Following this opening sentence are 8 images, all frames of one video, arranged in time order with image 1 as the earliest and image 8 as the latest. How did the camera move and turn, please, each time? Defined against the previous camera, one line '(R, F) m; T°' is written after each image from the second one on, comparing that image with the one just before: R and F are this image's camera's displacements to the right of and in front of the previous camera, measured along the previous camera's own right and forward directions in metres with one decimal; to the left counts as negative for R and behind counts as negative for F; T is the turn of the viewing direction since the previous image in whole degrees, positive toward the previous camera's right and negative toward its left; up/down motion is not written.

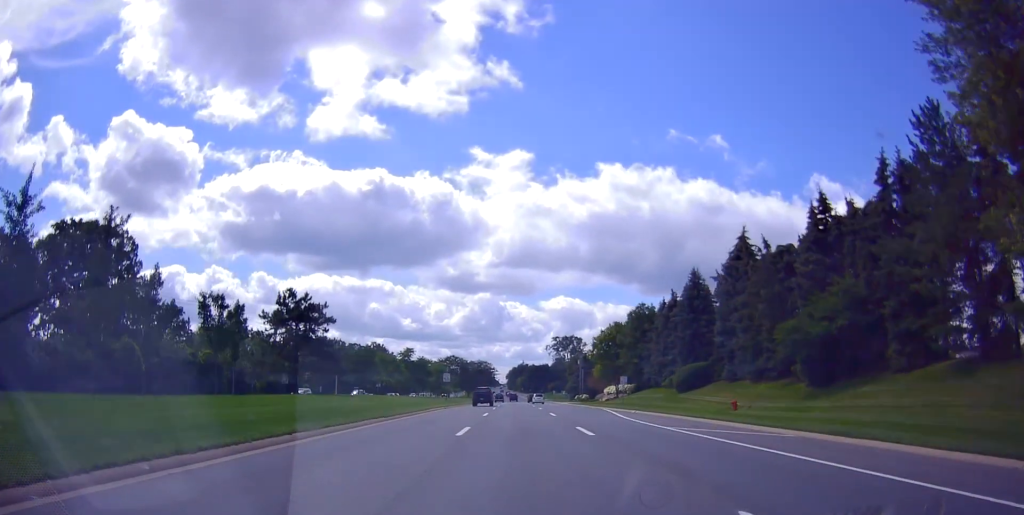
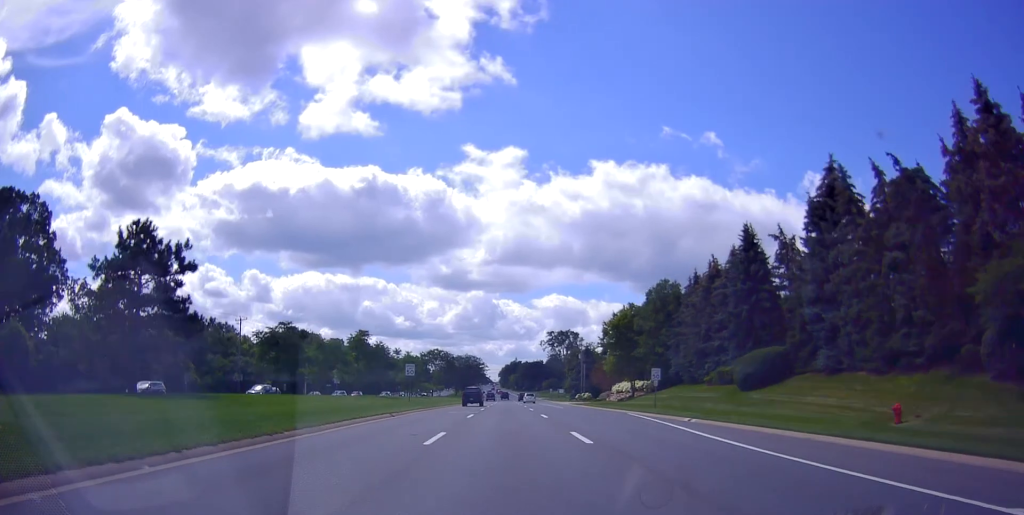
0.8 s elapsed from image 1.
(+0.1, +18.6) m; -1°
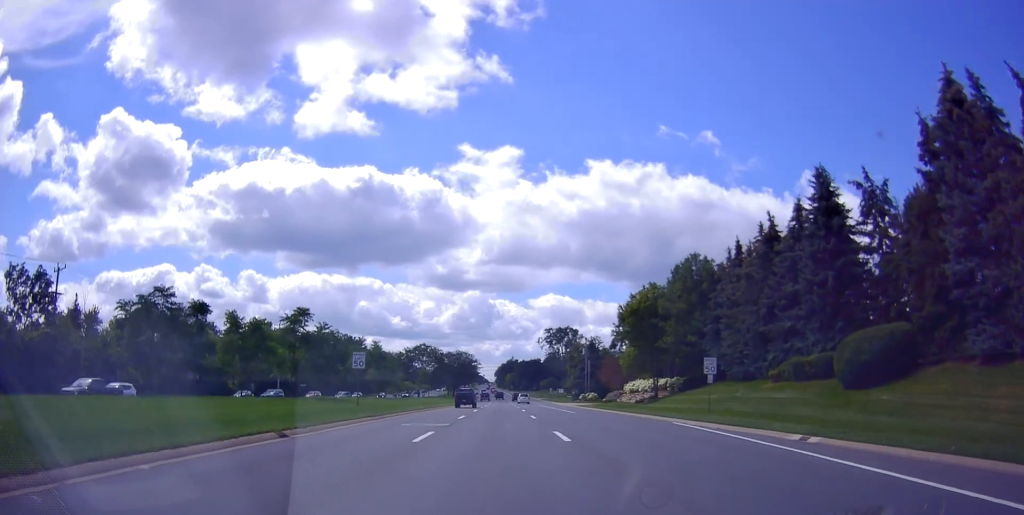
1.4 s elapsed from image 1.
(-0.5, +14.5) m; 0°
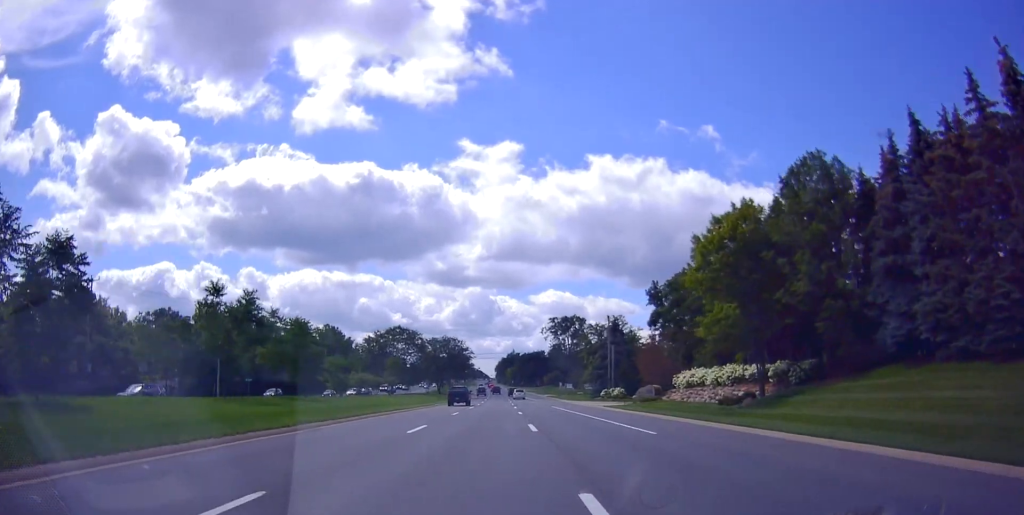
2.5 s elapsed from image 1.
(+0.3, +27.4) m; +1°
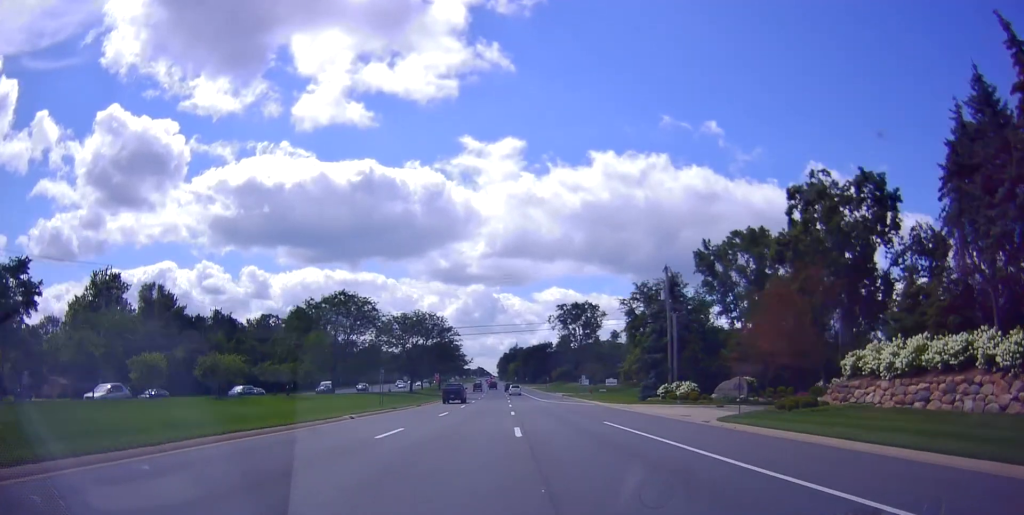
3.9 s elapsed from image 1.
(+0.3, +32.9) m; 0°
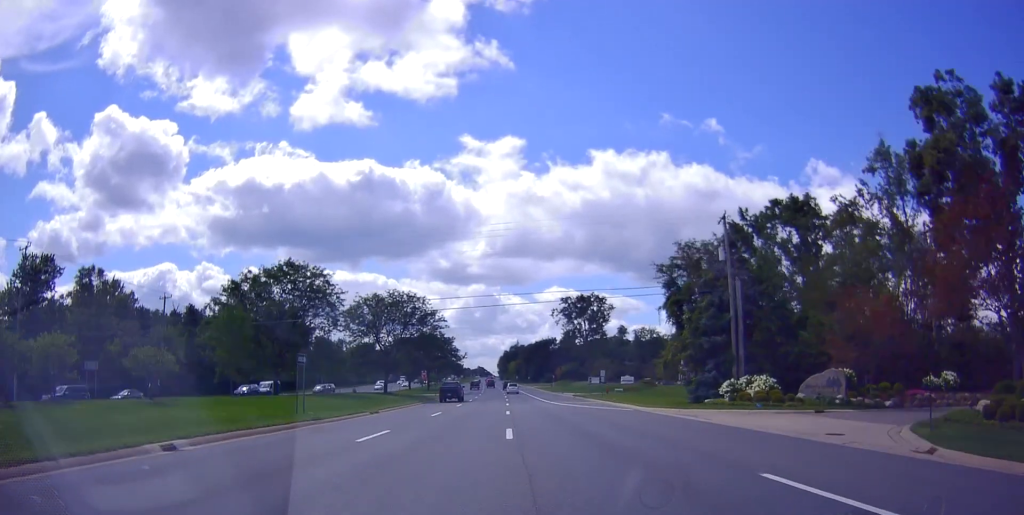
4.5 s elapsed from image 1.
(0.0, +16.0) m; 0°
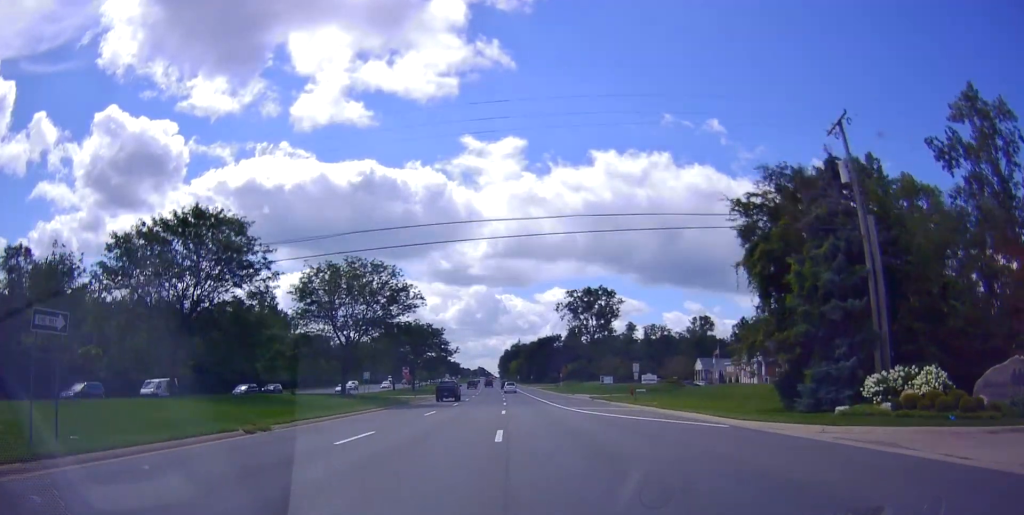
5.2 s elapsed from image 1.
(0.0, +16.0) m; 0°
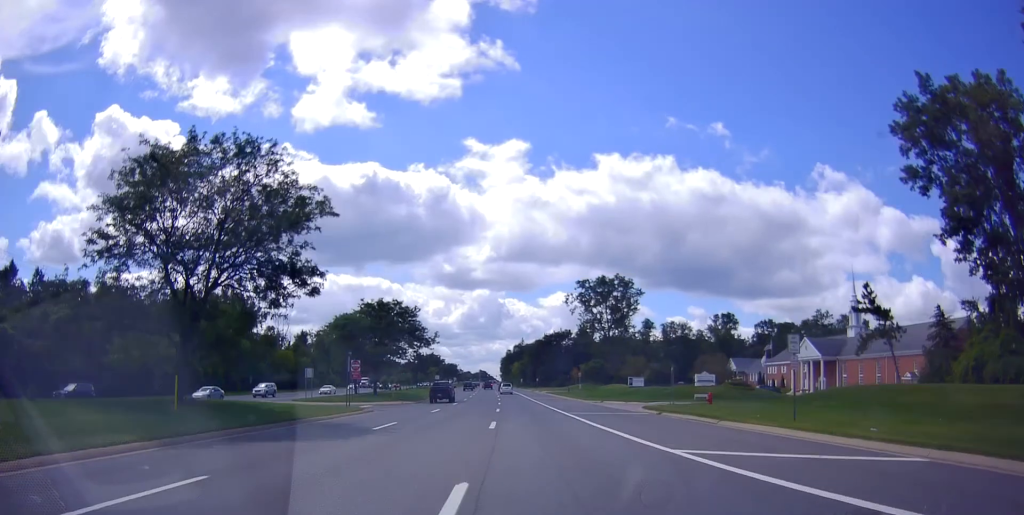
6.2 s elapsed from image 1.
(0.0, +25.0) m; 0°
